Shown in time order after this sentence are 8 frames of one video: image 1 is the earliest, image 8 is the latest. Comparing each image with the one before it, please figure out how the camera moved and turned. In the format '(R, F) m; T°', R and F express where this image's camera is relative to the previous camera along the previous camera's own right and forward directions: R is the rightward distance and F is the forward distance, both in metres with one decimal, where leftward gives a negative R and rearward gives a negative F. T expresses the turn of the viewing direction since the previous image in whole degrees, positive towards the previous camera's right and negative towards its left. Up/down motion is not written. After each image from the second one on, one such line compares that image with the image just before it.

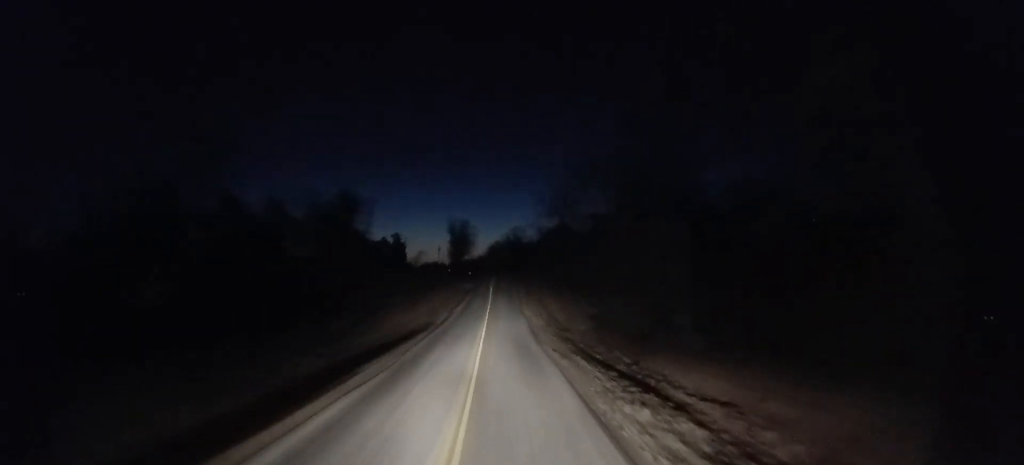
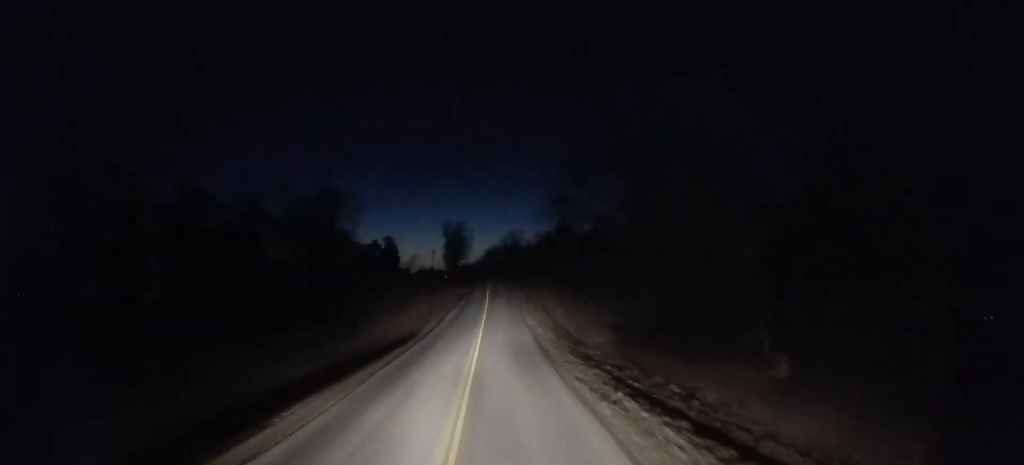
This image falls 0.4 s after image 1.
(0.0, +7.9) m; 0°
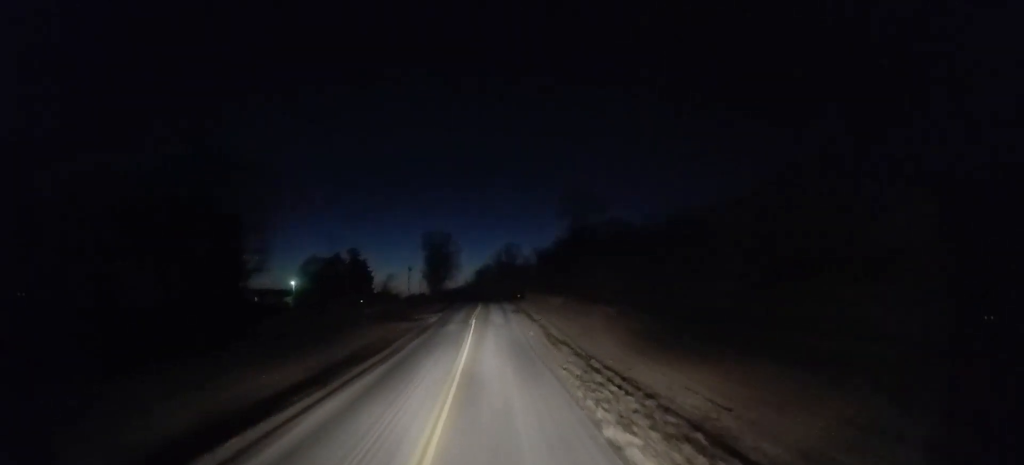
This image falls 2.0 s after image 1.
(-0.1, +32.2) m; -1°
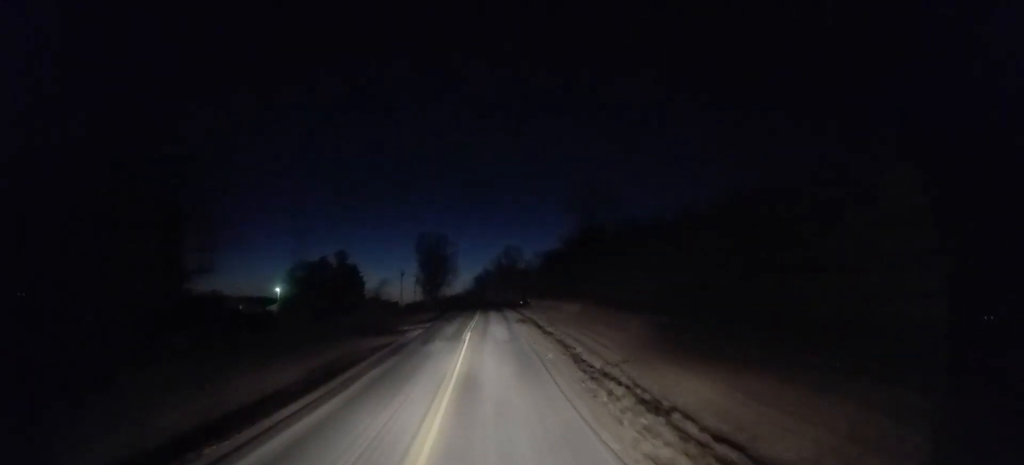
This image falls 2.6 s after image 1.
(+0.1, +10.7) m; -1°
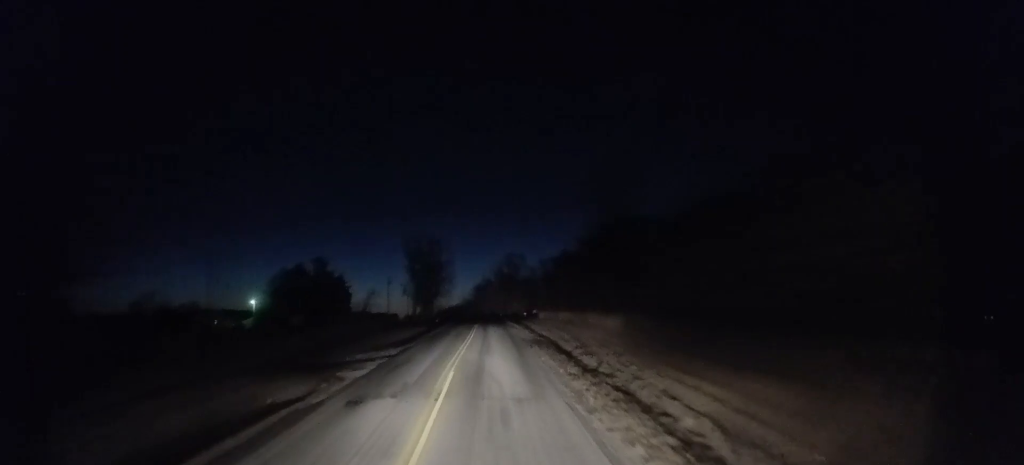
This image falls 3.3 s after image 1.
(-0.3, +14.7) m; 0°
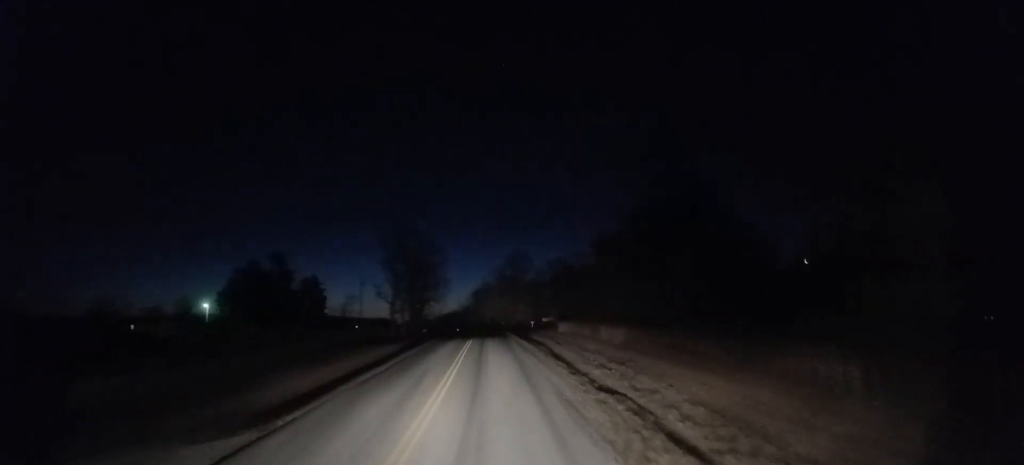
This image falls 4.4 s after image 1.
(+0.2, +21.4) m; +1°
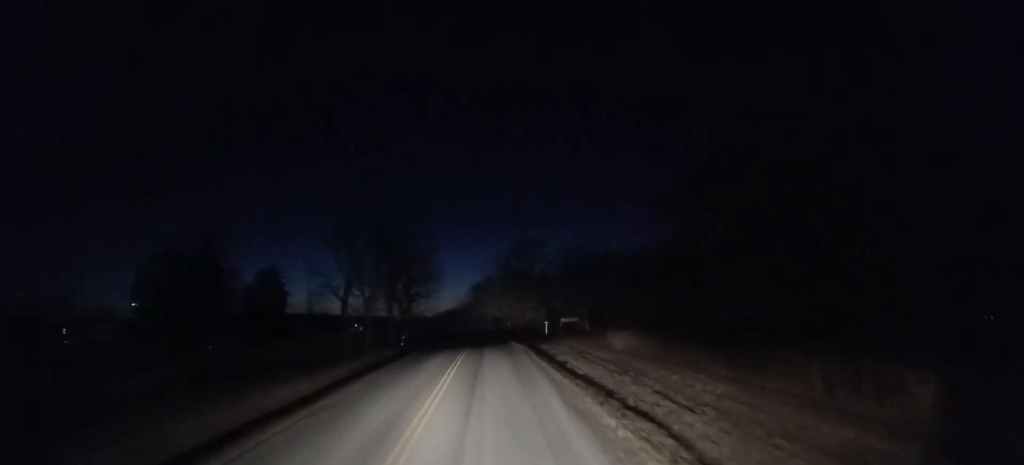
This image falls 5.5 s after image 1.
(+0.2, +23.3) m; +1°
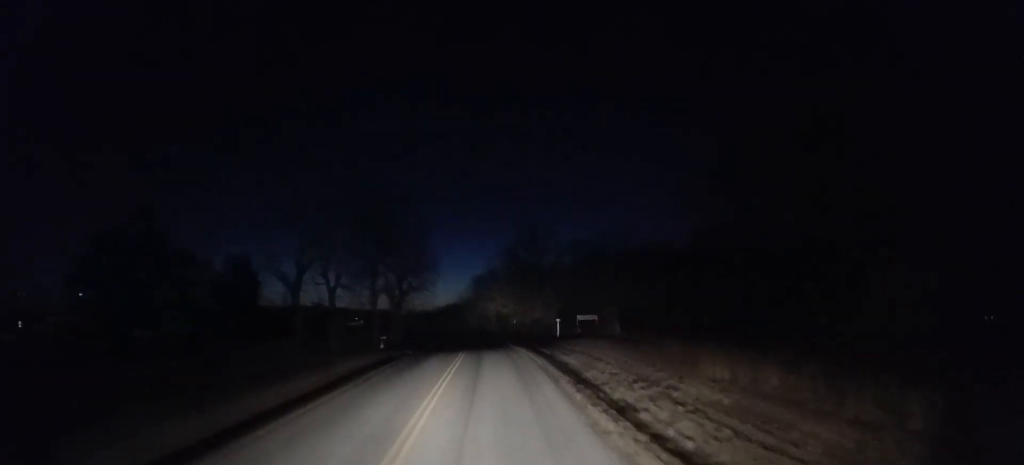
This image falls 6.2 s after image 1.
(0.0, +12.6) m; -1°
